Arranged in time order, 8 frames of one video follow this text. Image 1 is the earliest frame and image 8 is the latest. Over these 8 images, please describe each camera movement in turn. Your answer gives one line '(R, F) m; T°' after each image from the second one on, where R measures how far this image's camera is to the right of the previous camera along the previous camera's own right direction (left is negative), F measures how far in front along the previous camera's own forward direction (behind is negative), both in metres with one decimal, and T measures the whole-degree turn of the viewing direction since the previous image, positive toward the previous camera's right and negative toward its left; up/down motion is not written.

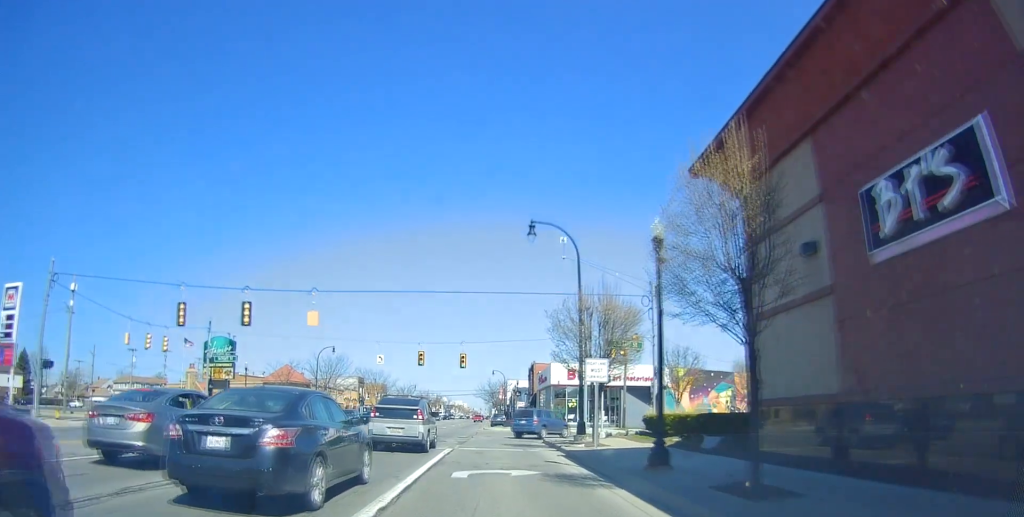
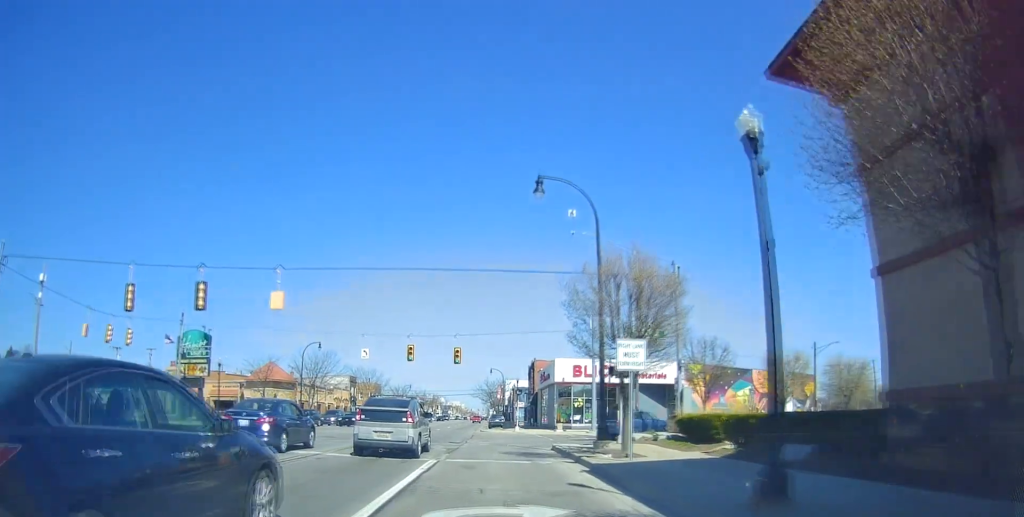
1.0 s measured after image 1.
(0.0, +4.8) m; +5°
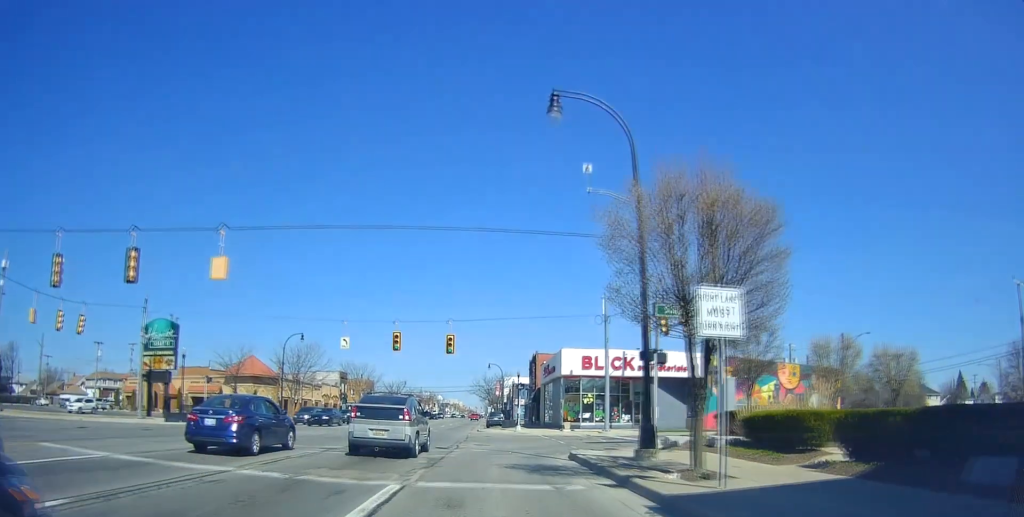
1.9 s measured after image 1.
(+0.4, +5.7) m; +3°
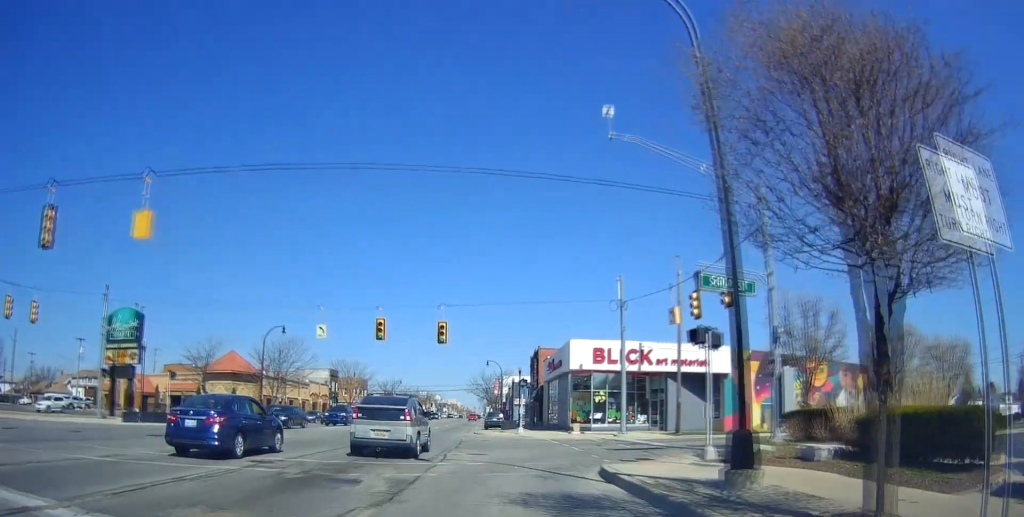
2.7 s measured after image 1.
(0.0, +5.5) m; -4°
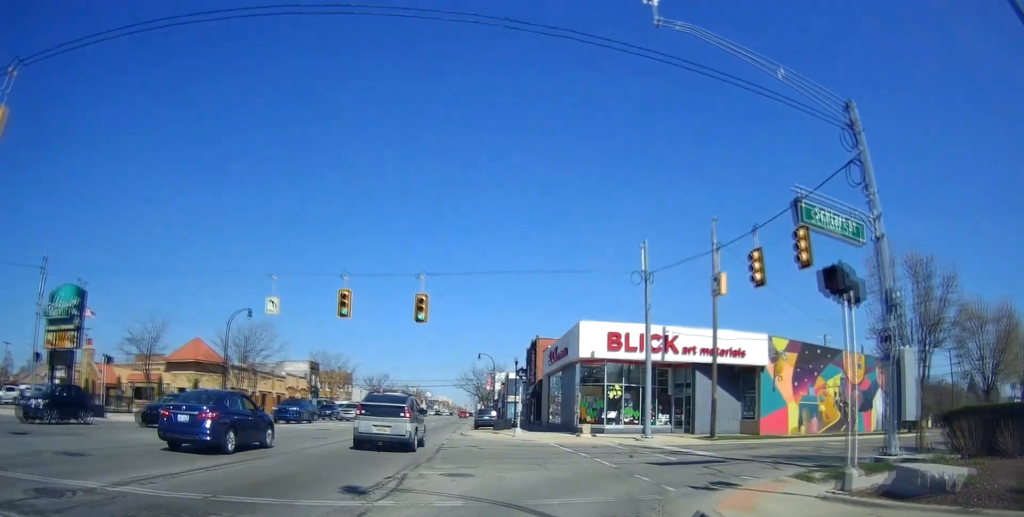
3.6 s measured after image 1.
(-0.6, +7.2) m; 0°
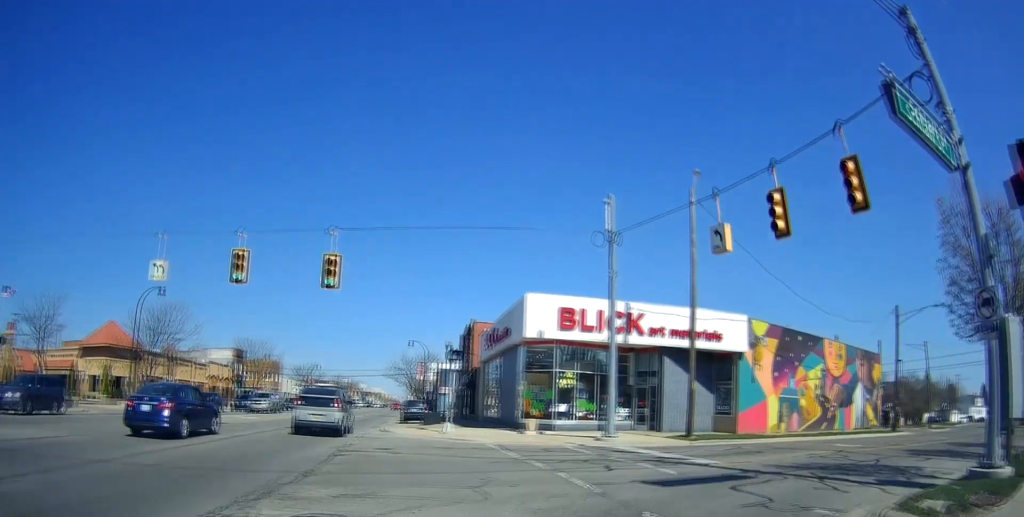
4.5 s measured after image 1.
(+0.3, +6.2) m; +10°
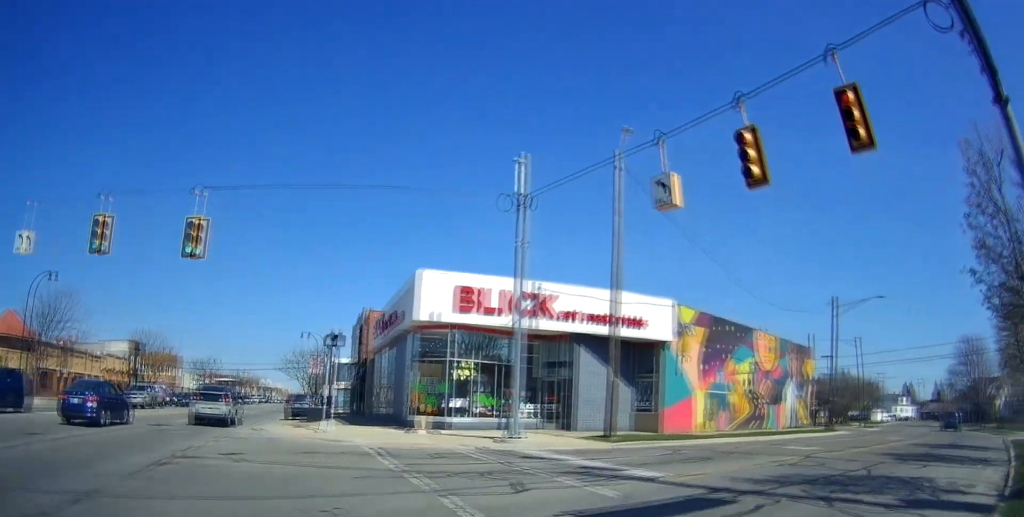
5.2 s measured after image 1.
(+0.5, +4.5) m; +11°
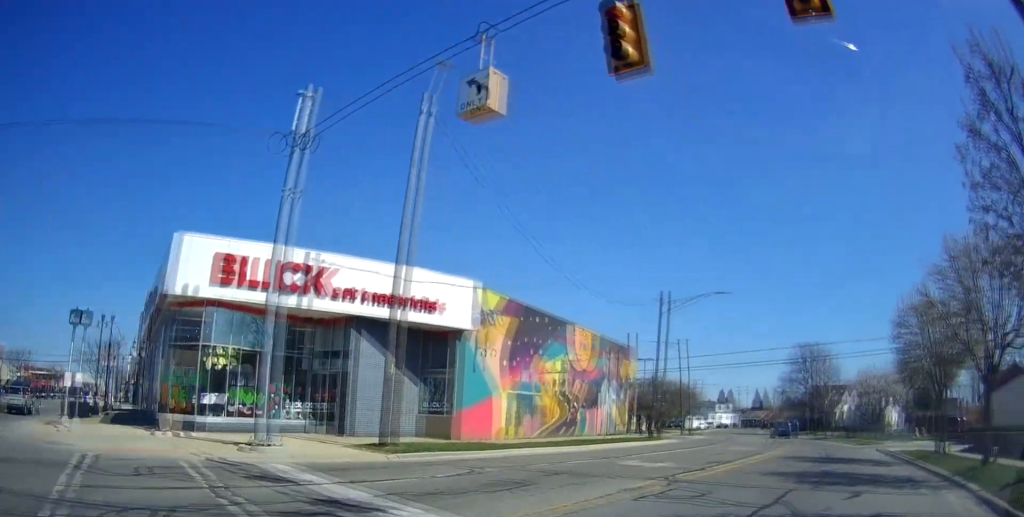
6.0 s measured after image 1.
(+0.2, +5.2) m; +14°
